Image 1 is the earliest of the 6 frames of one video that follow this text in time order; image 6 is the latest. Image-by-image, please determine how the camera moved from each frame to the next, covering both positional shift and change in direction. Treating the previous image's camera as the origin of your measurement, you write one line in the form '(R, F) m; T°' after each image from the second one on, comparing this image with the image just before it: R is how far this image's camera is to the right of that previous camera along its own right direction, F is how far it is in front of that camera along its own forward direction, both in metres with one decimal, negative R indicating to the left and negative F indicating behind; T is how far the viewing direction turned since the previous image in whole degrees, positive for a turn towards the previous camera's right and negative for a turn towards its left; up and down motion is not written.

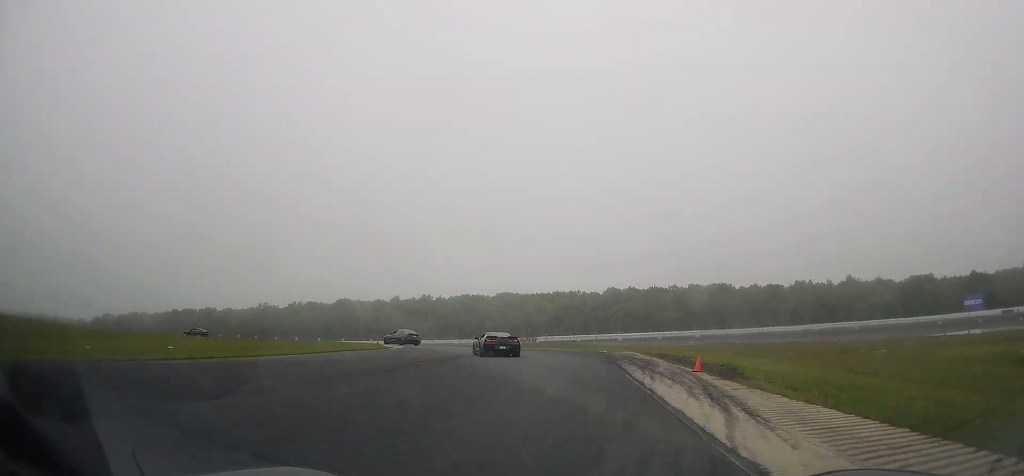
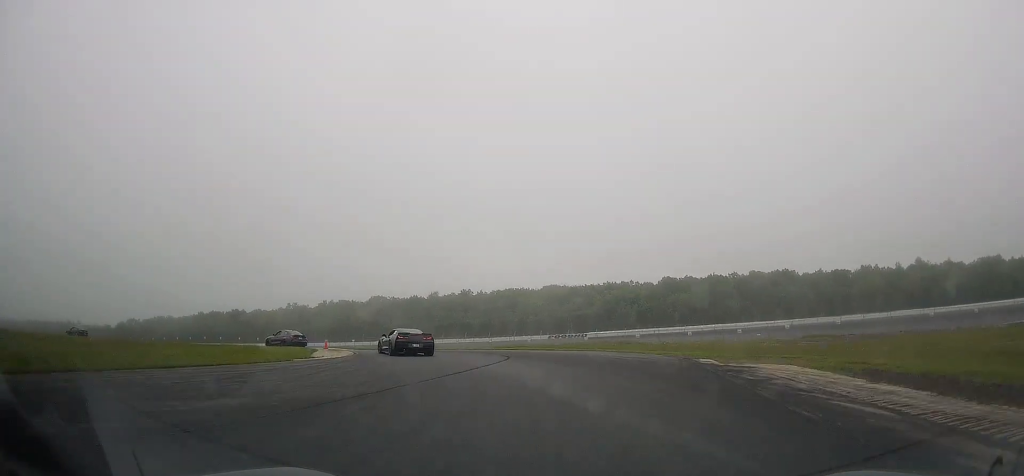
(+0.1, +19.2) m; -7°
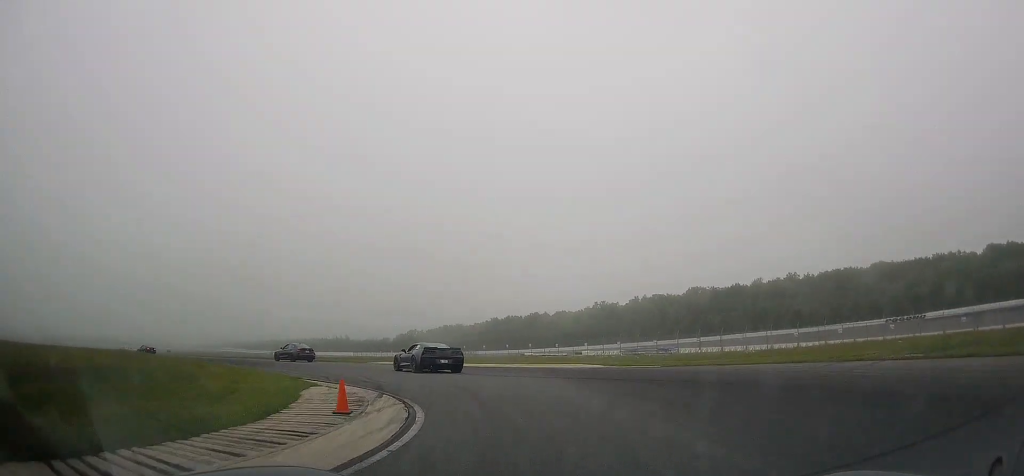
(-6.1, +24.7) m; -30°
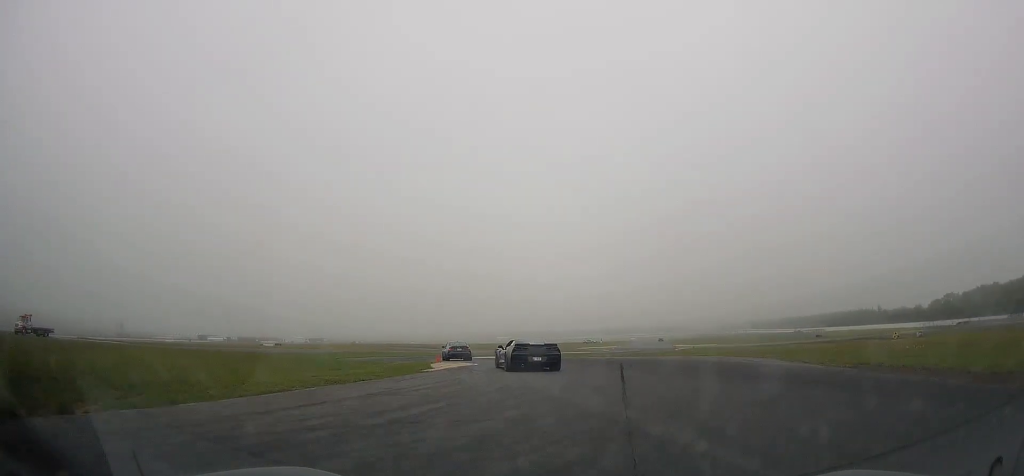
(-26.8, +43.5) m; -52°
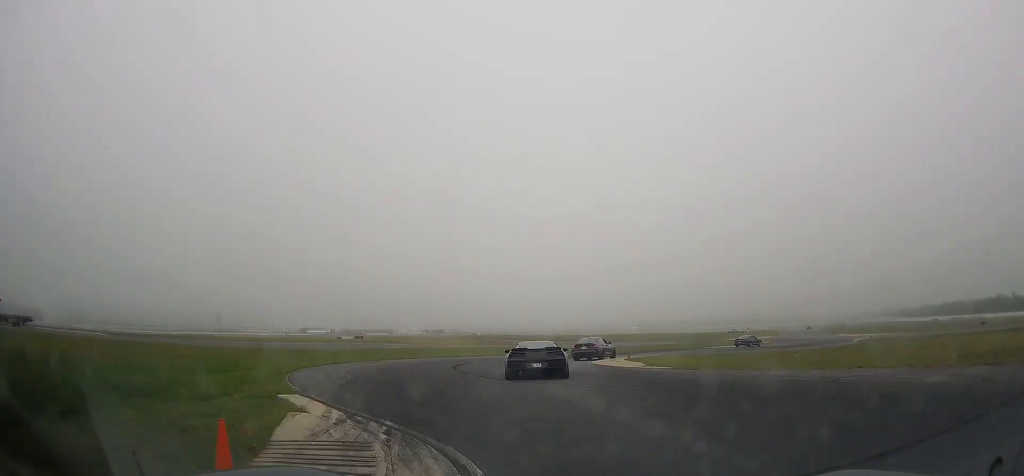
(-2.6, +26.3) m; -8°
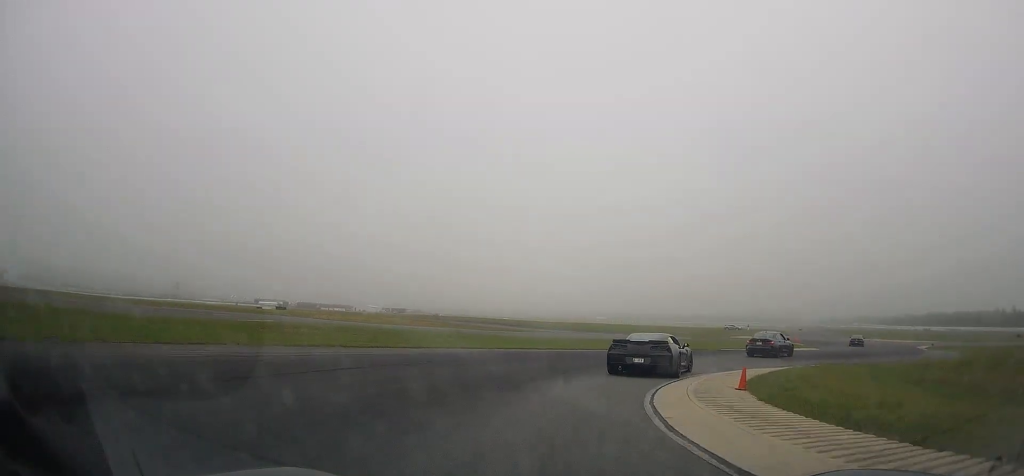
(-0.3, +24.7) m; +7°
